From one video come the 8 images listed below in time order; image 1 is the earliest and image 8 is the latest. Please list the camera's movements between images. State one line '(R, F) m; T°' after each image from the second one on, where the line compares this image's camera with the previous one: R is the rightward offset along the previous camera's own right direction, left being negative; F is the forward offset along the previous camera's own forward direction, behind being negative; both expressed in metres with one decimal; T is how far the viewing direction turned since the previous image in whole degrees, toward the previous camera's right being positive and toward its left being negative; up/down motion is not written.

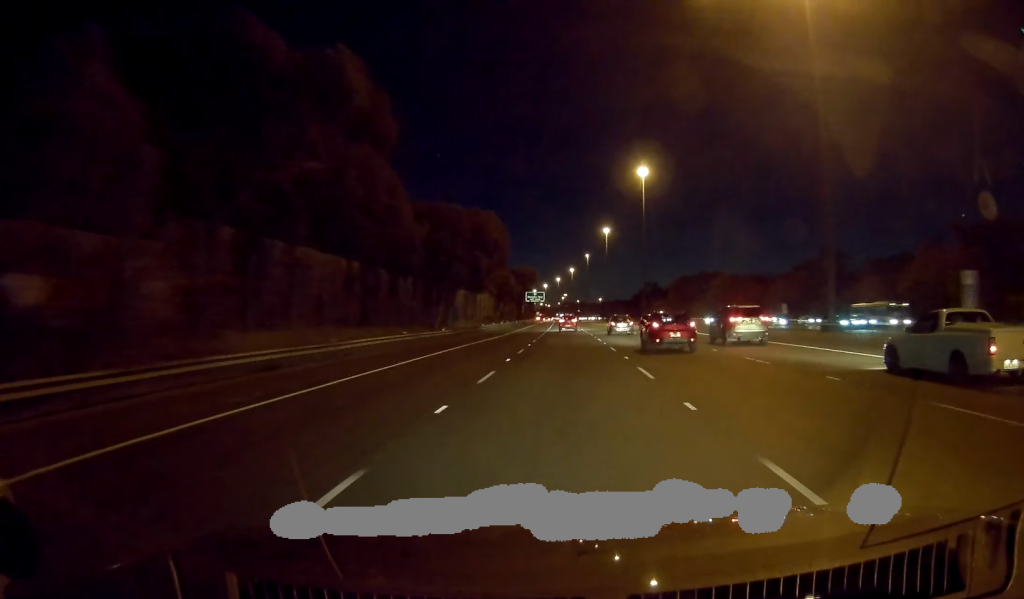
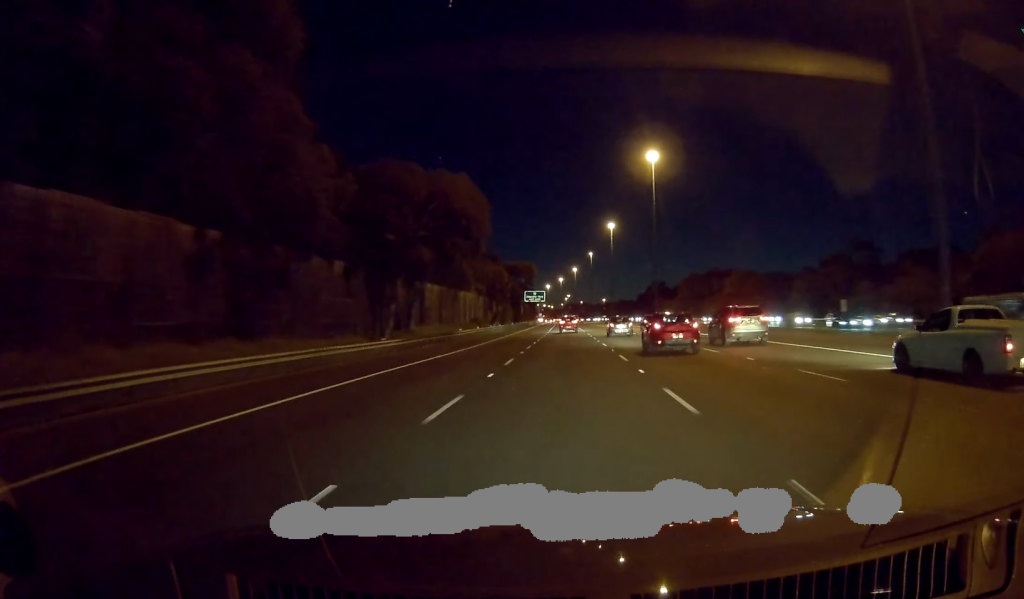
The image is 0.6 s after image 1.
(-0.2, +17.2) m; 0°
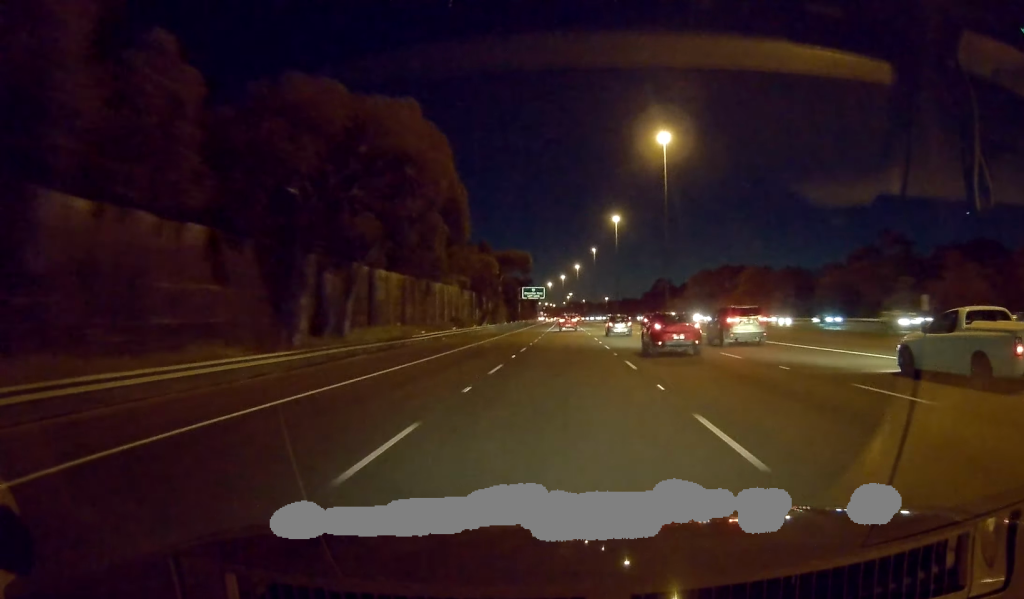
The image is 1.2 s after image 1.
(-0.1, +15.4) m; 0°
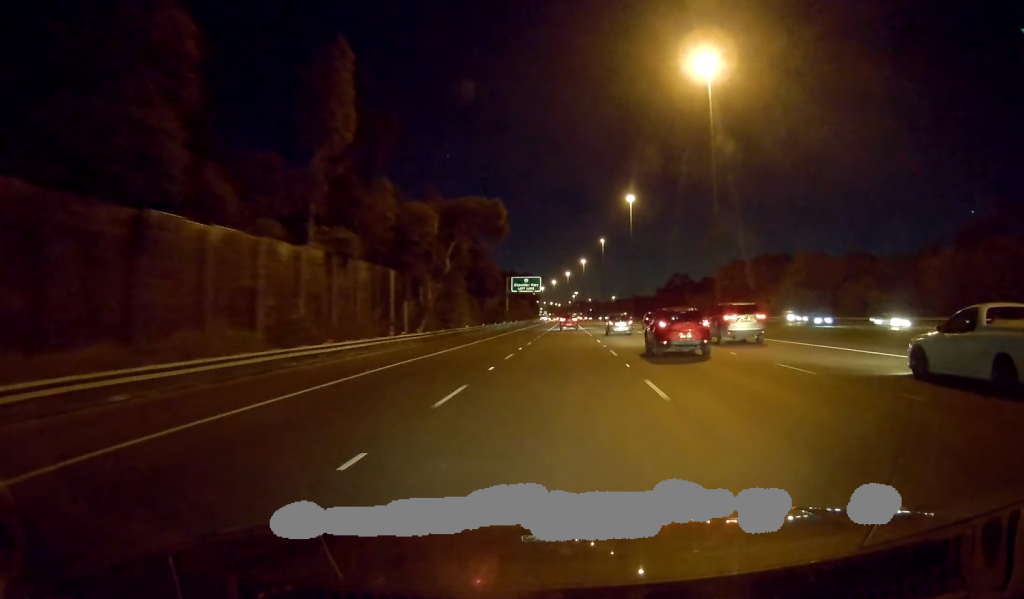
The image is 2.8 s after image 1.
(0.0, +42.6) m; 0°
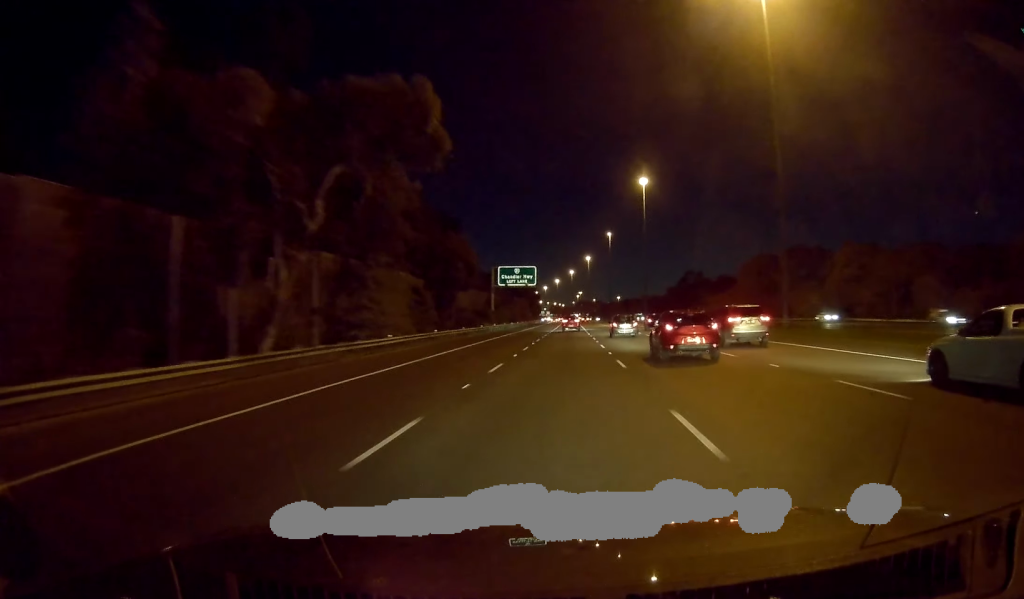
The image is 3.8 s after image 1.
(-0.1, +28.1) m; 0°
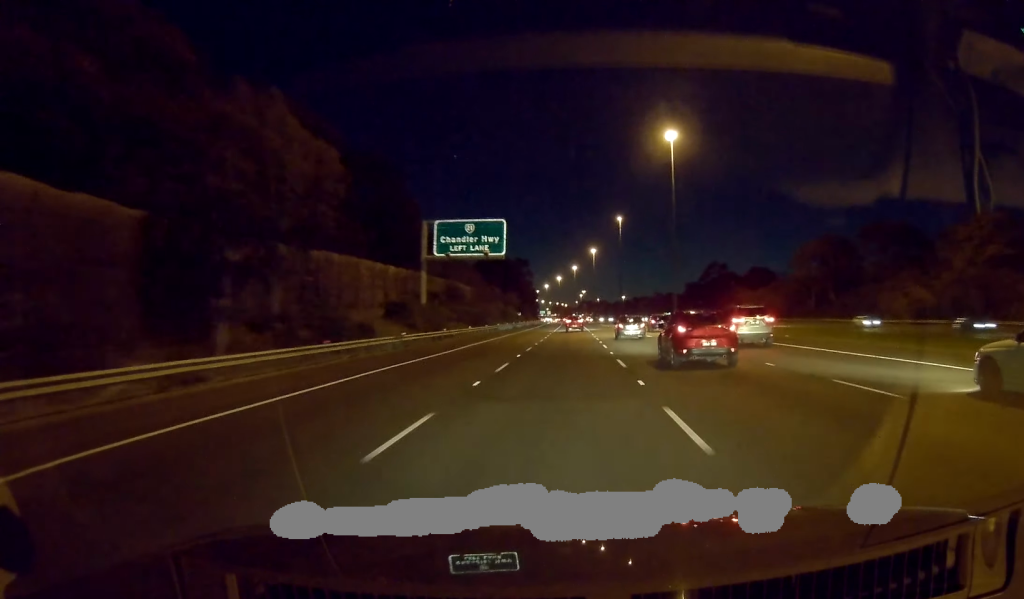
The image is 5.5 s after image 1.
(-0.2, +47.5) m; 0°
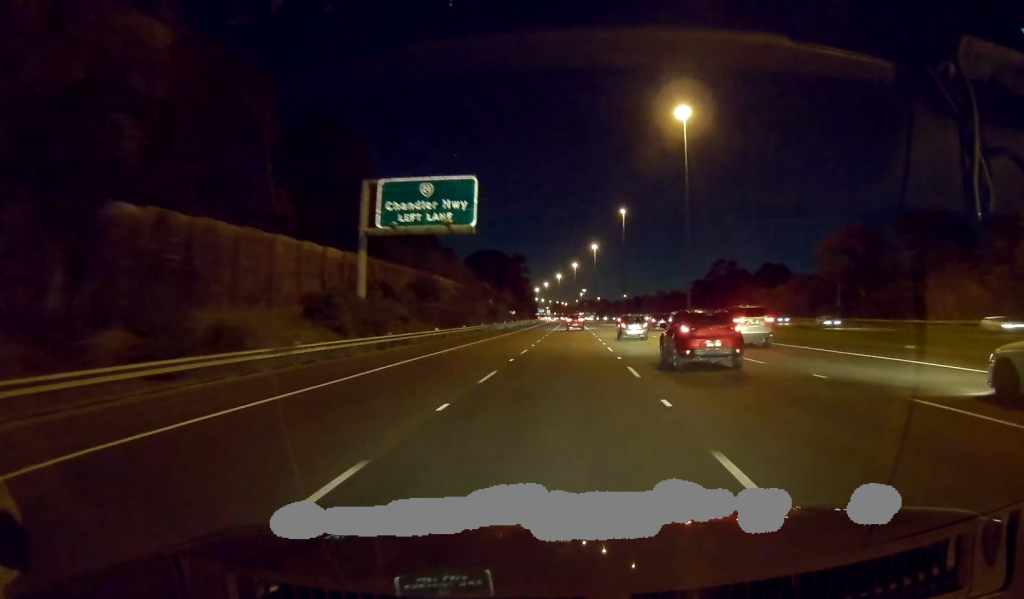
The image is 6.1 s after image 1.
(-0.1, +15.6) m; 0°
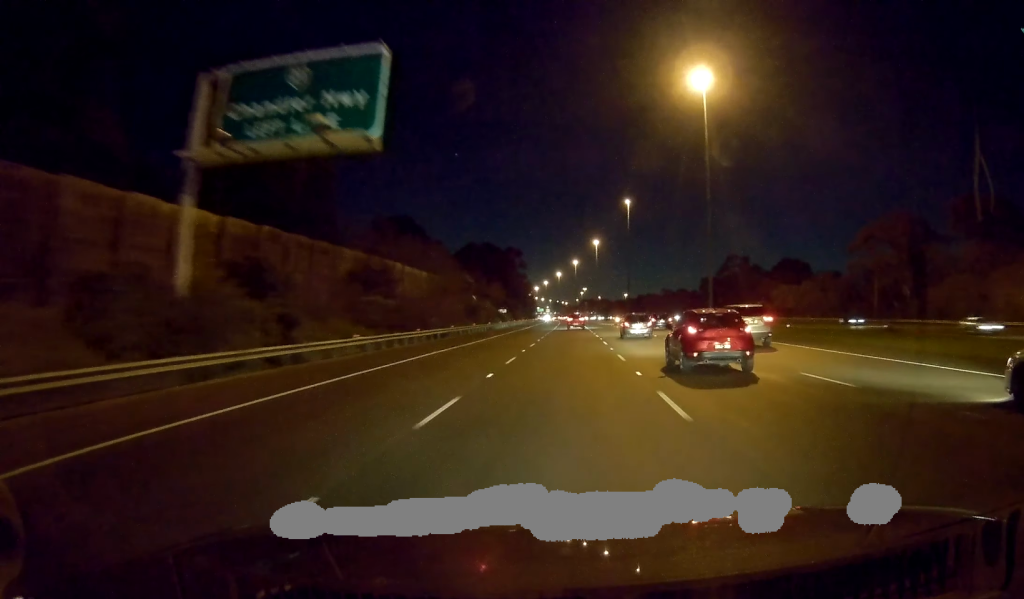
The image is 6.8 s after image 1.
(+0.1, +18.3) m; 0°
